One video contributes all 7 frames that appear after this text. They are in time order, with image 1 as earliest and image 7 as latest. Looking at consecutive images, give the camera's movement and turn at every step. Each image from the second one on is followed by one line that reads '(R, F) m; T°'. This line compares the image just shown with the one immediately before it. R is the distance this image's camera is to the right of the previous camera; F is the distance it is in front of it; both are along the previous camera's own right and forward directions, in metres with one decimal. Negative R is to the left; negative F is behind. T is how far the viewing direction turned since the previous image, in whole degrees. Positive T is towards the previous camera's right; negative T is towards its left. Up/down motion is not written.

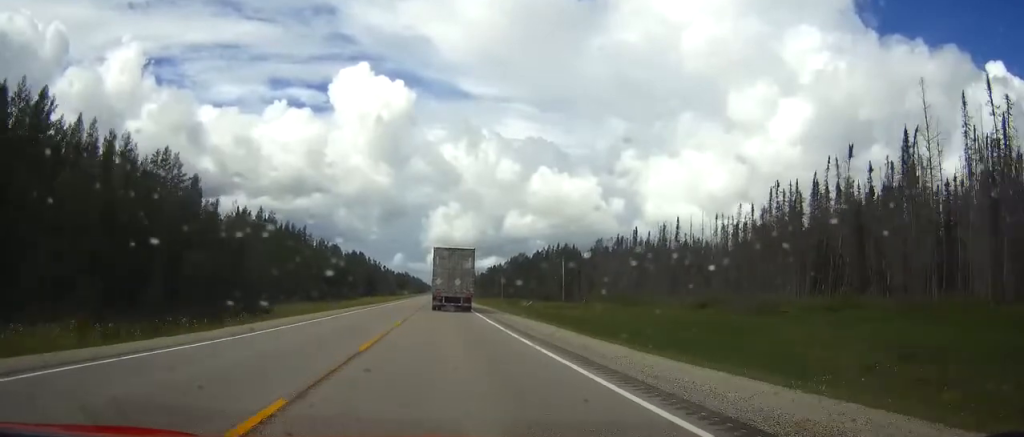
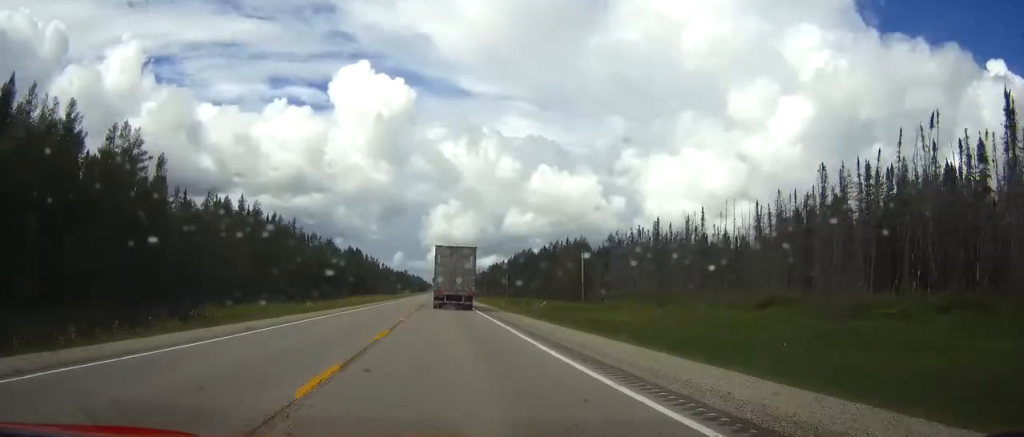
(+0.1, +15.8) m; 0°
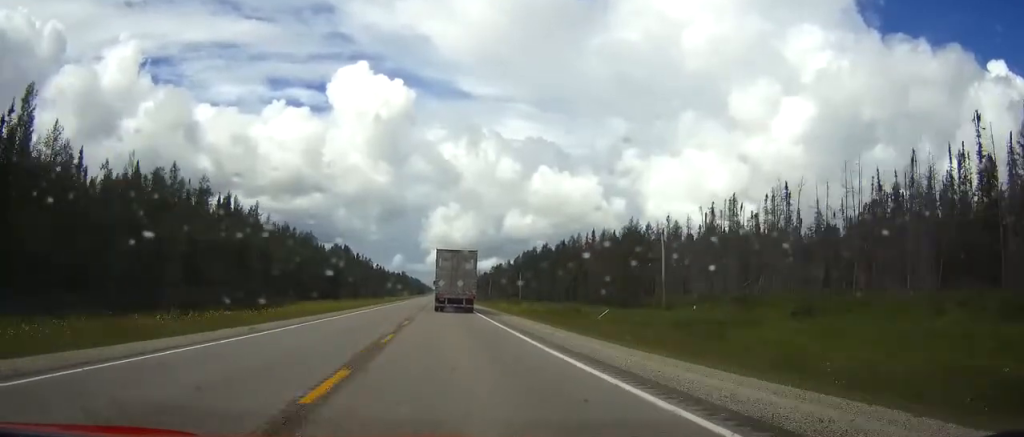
(+0.2, +38.4) m; 0°
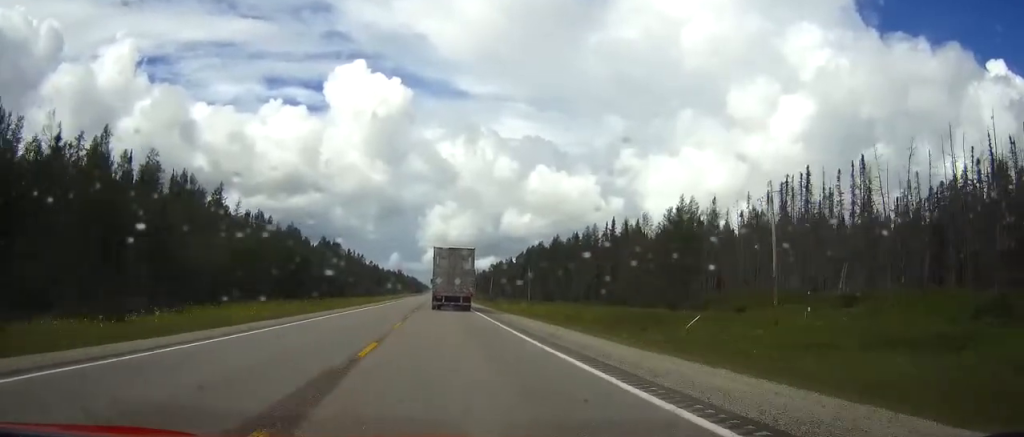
(0.0, +23.8) m; 0°
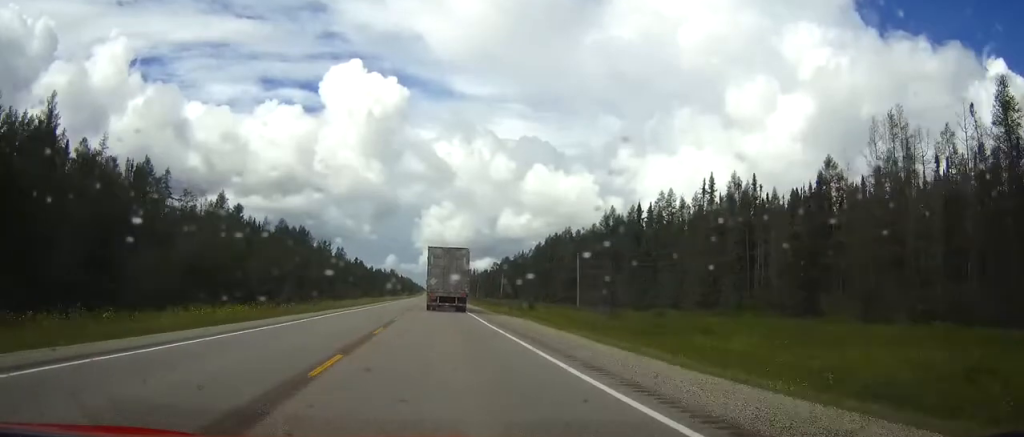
(+0.2, +61.0) m; 0°
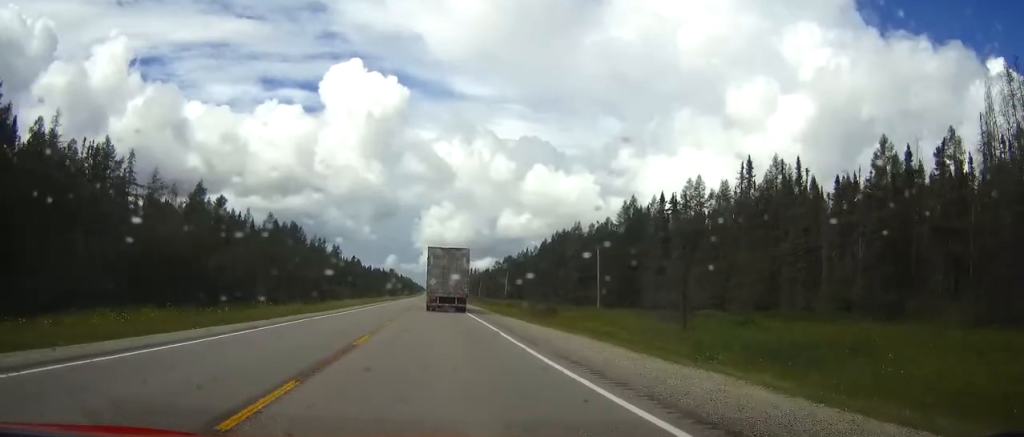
(0.0, +13.1) m; 0°
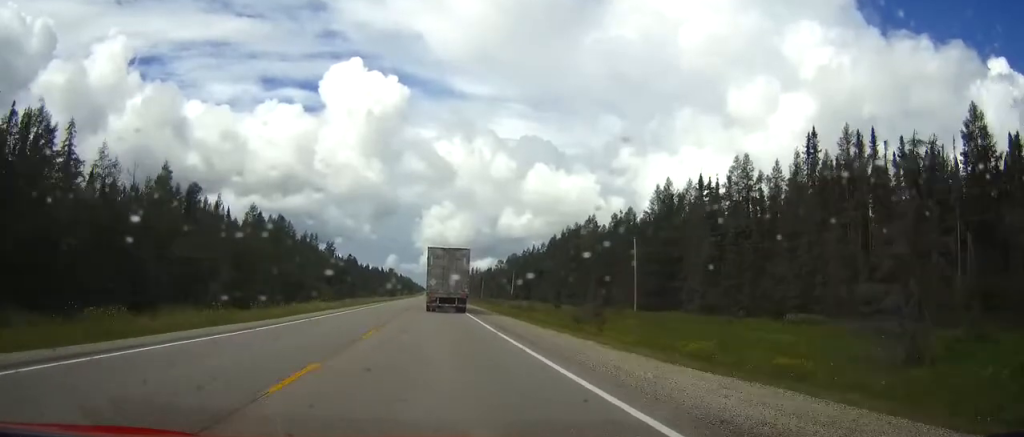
(0.0, +17.1) m; 0°
